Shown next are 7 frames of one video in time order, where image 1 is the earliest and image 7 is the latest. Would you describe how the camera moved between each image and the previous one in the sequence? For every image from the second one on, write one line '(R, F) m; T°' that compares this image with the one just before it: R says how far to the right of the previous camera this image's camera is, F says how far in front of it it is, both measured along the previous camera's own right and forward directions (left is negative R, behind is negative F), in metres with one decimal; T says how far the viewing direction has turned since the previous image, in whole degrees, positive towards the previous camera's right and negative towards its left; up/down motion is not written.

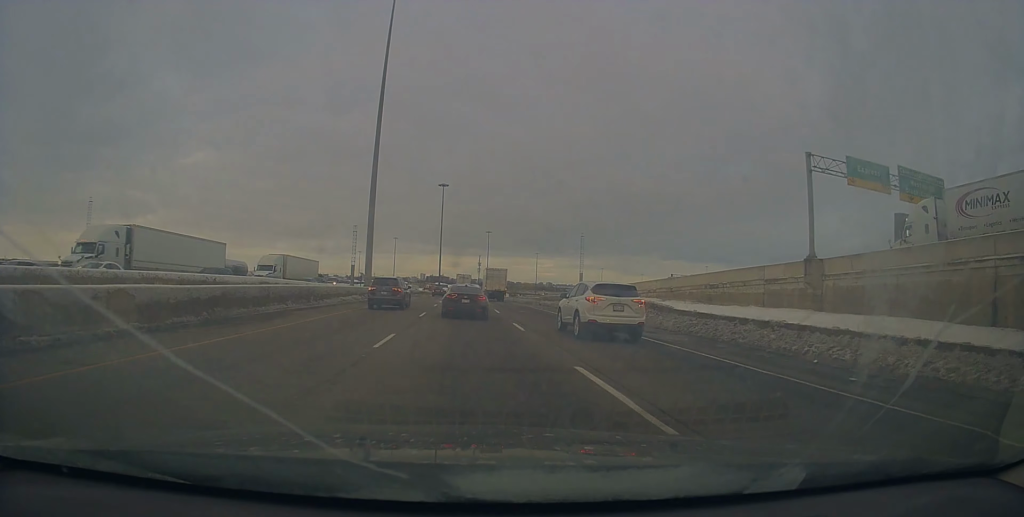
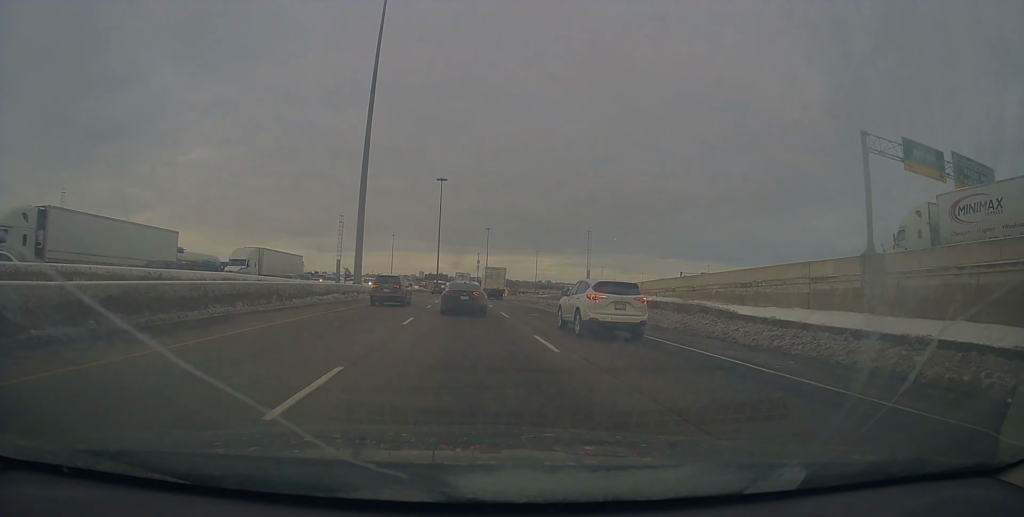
(-0.1, +6.0) m; +1°
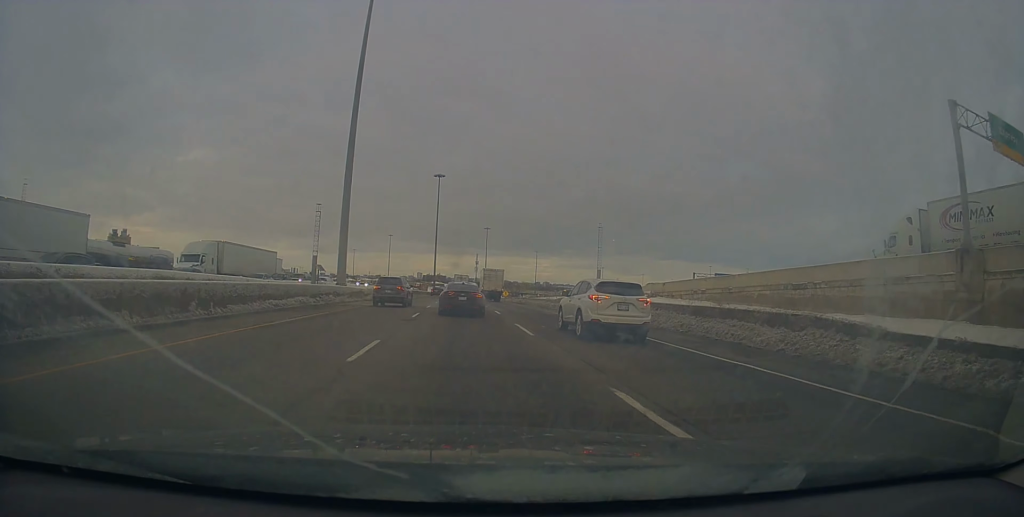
(+0.1, +7.9) m; 0°
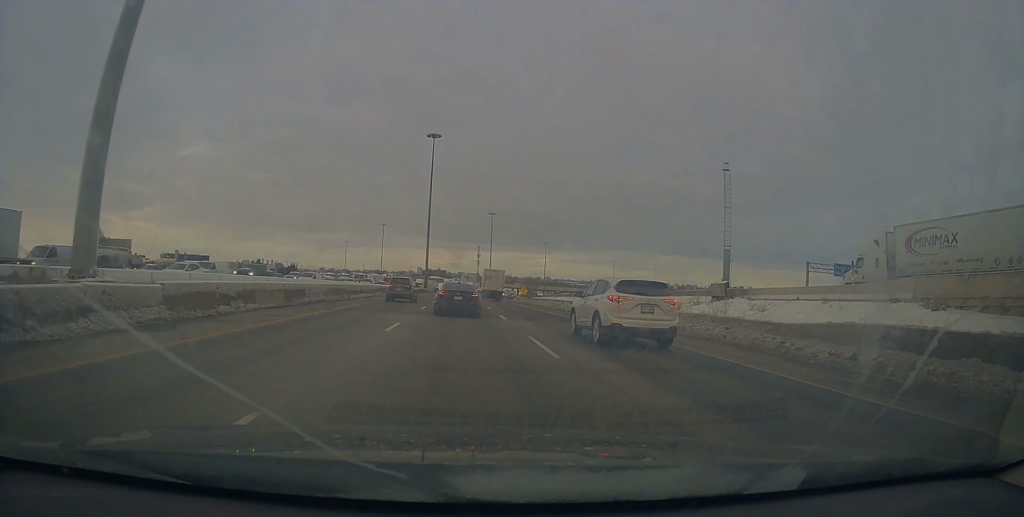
(-1.3, +41.9) m; -3°
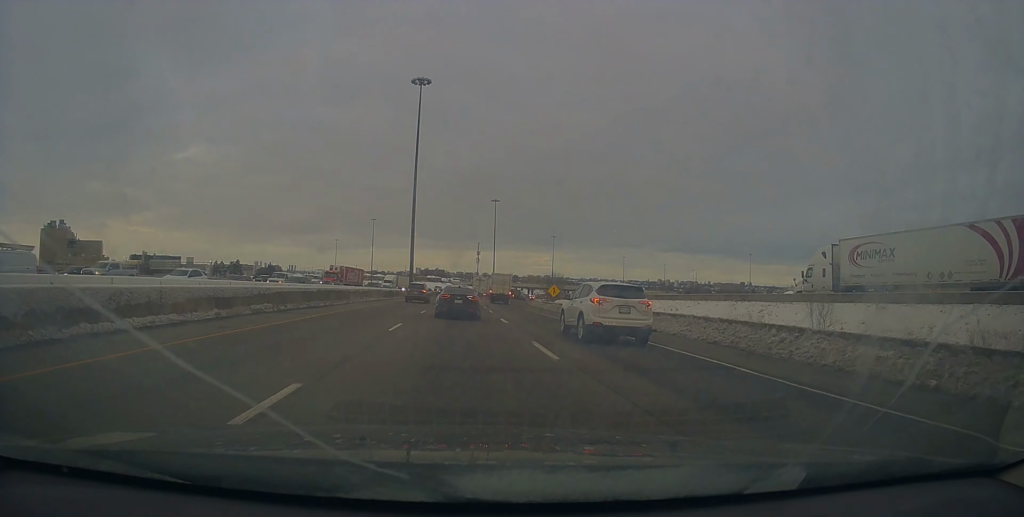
(+1.2, +36.3) m; +3°
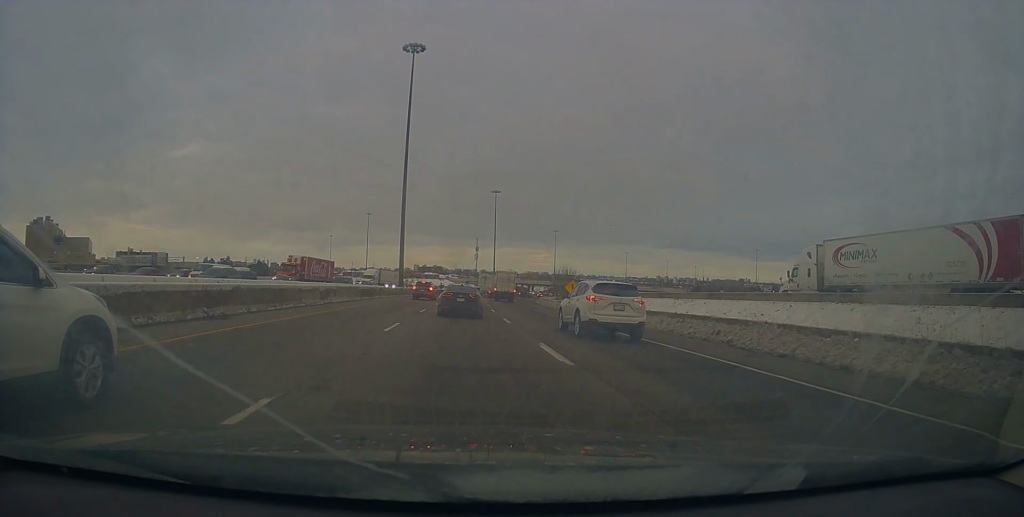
(-0.2, +12.8) m; -1°
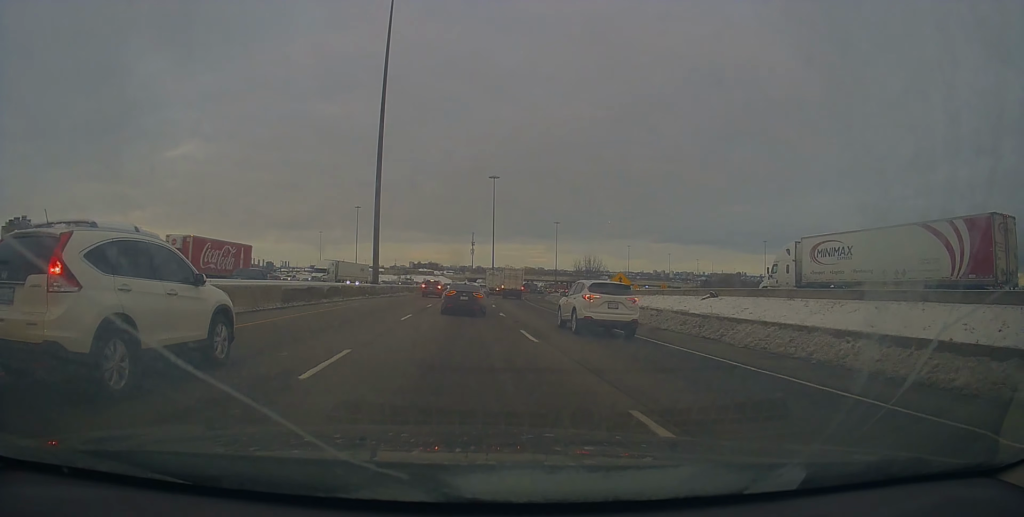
(-0.1, +19.5) m; -1°
